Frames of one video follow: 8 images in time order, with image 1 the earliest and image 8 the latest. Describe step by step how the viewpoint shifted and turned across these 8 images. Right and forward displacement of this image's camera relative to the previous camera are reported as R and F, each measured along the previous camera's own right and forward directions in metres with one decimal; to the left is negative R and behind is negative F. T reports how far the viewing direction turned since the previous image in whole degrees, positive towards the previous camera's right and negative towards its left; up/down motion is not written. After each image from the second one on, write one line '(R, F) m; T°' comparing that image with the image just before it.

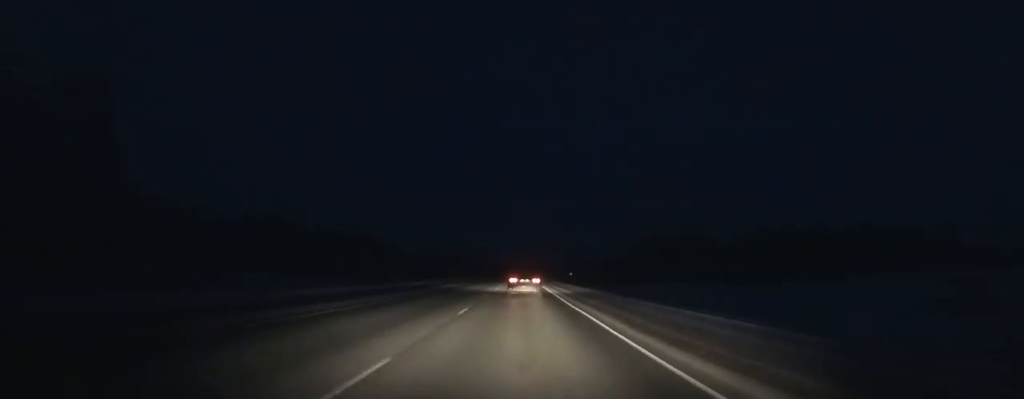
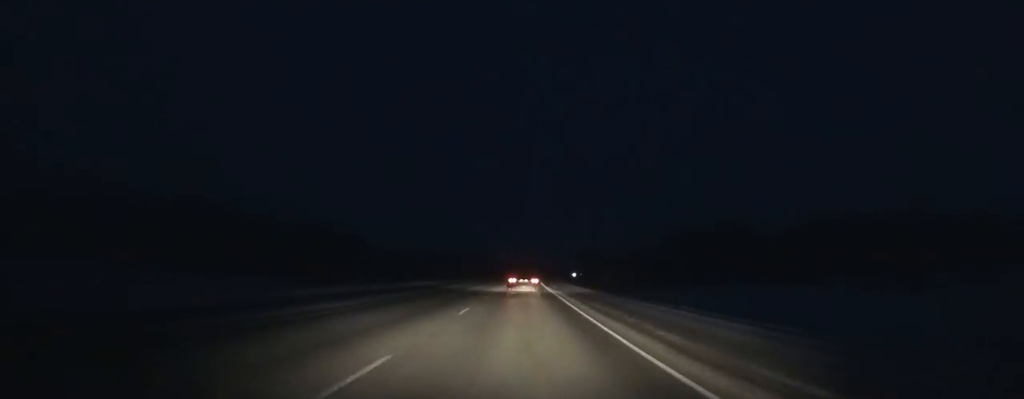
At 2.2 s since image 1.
(-0.3, +47.1) m; 0°
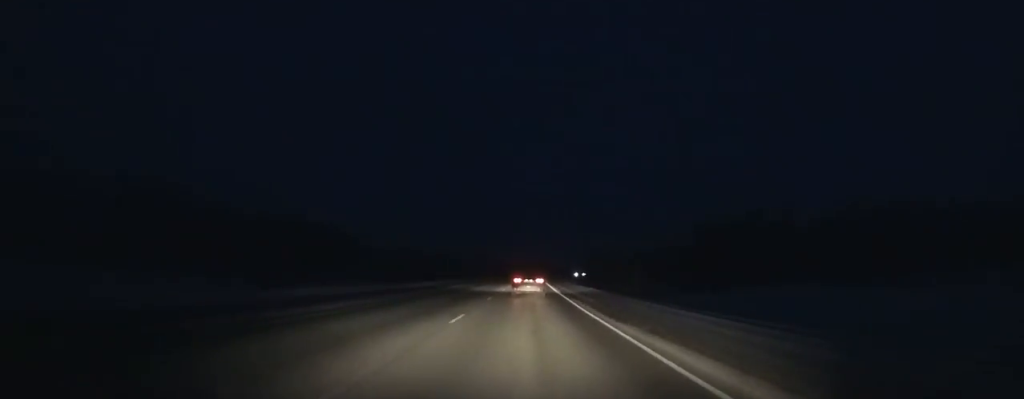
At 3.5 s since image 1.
(0.0, +28.1) m; 0°
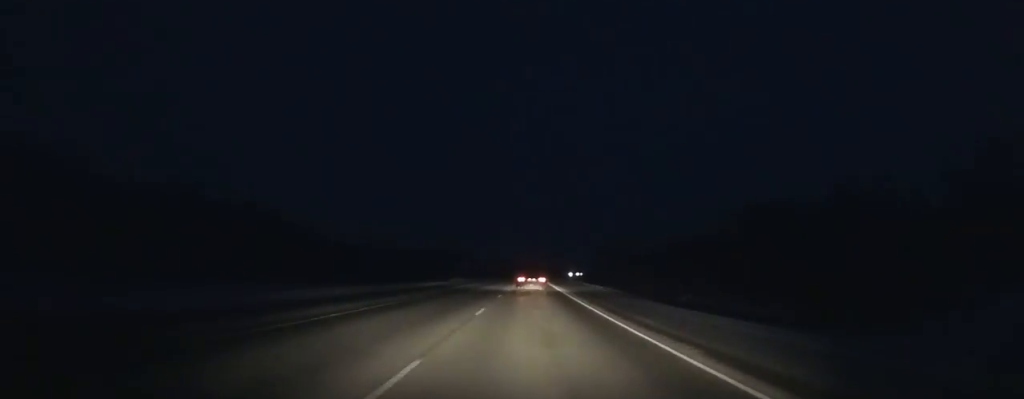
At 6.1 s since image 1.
(+0.2, +56.8) m; +1°
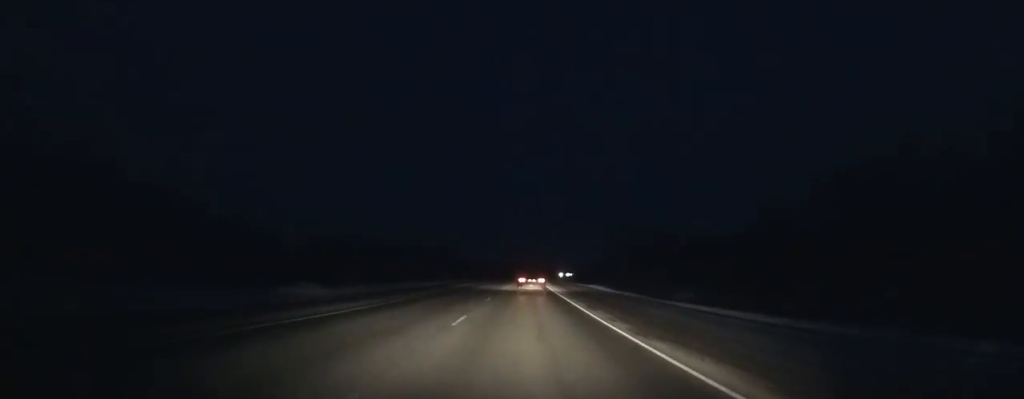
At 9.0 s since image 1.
(+0.8, +64.7) m; +1°
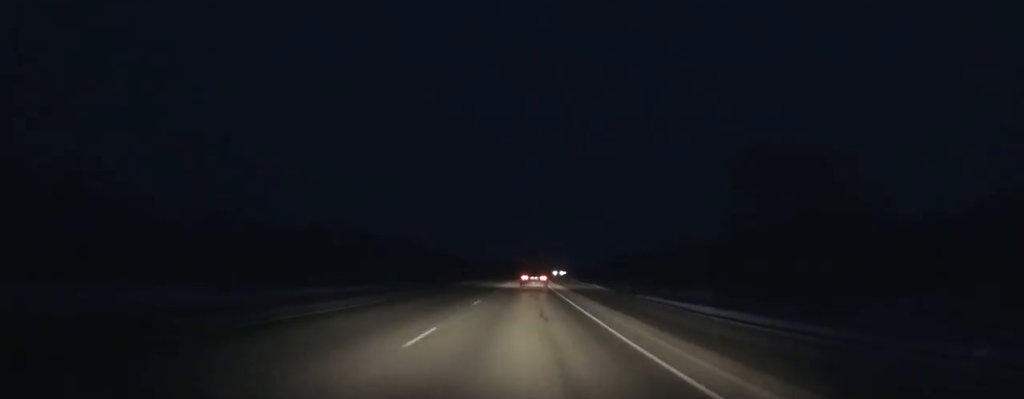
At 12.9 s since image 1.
(+0.6, +88.8) m; +1°
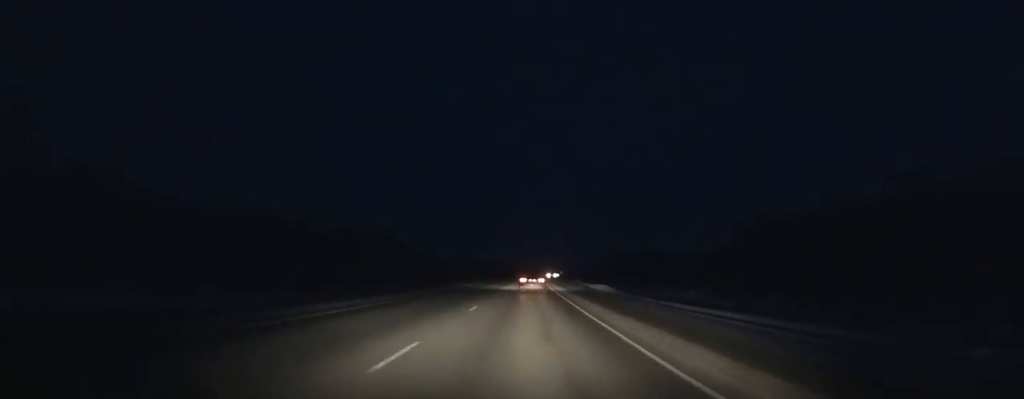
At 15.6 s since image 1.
(+0.3, +62.3) m; +1°
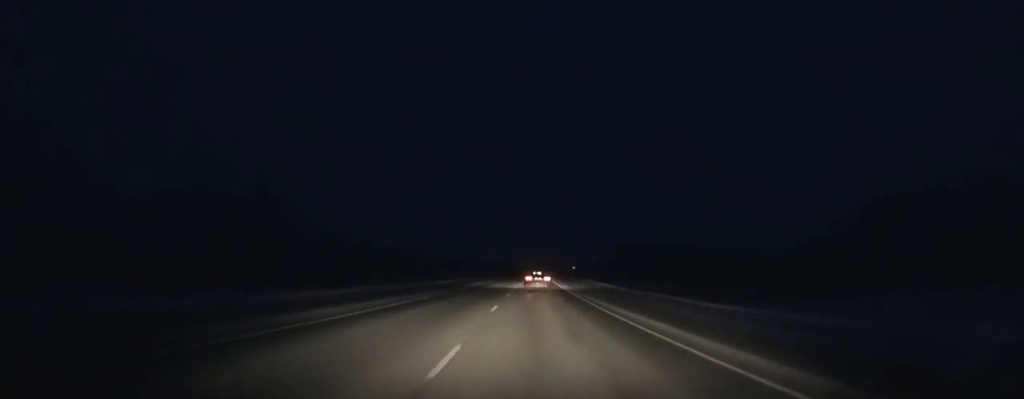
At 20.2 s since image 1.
(+1.9, +106.9) m; +3°
